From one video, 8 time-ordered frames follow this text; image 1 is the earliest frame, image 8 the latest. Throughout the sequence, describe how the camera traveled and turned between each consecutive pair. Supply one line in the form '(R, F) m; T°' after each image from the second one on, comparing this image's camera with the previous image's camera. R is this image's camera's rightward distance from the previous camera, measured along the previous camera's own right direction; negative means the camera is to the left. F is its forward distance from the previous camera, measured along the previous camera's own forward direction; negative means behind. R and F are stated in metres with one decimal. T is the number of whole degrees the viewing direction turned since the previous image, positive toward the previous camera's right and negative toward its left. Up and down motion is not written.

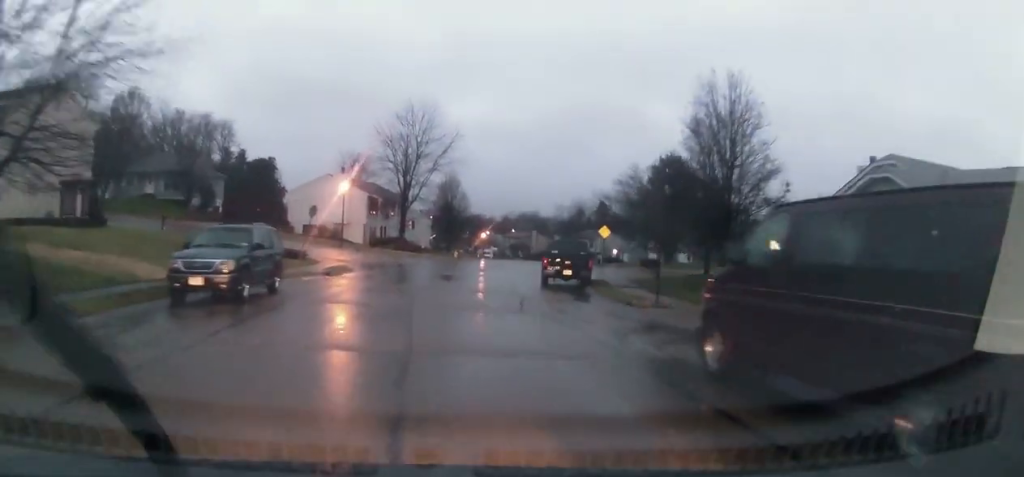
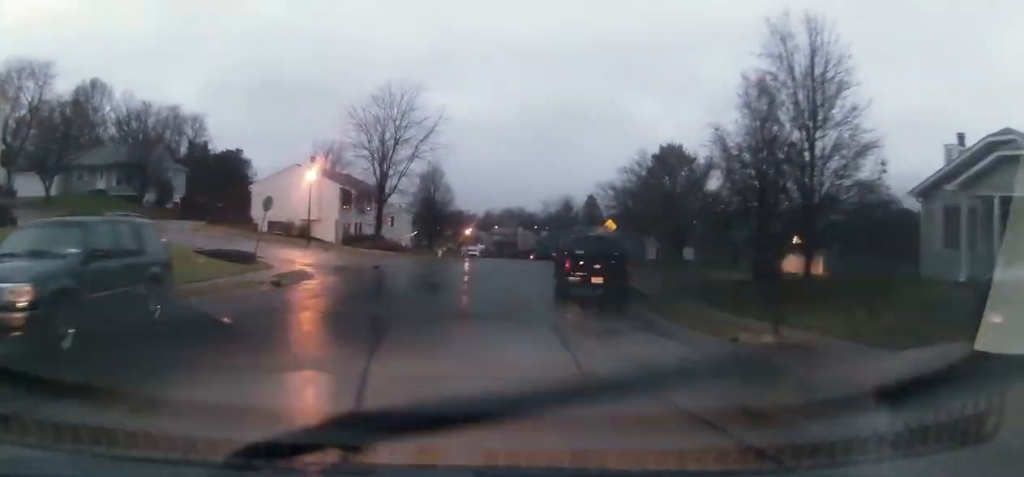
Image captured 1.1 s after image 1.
(+0.1, +7.3) m; -1°
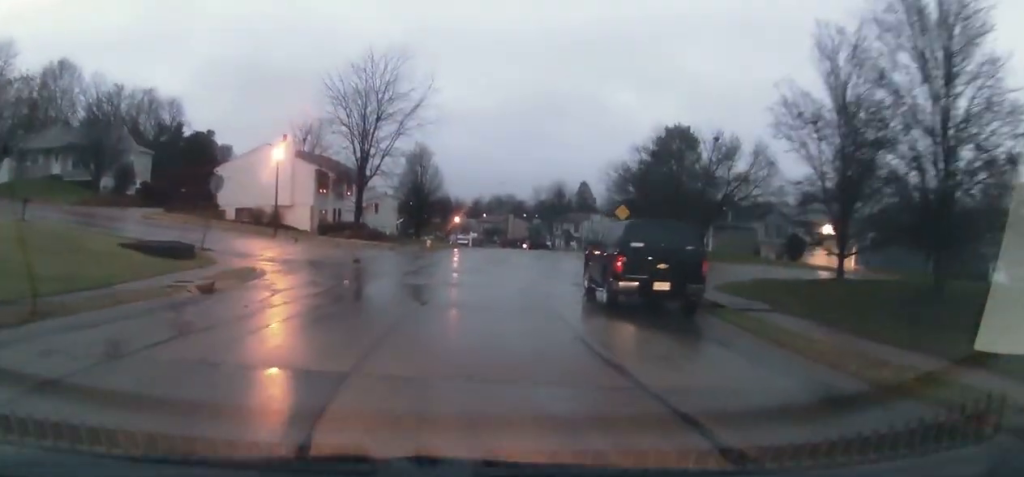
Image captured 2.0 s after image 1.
(-0.2, +6.6) m; -1°
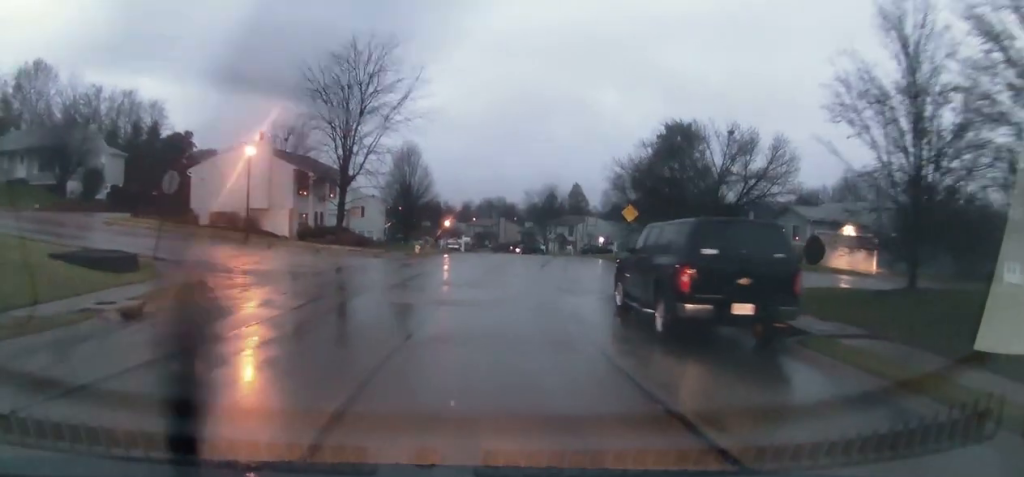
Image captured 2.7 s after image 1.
(0.0, +4.3) m; -1°
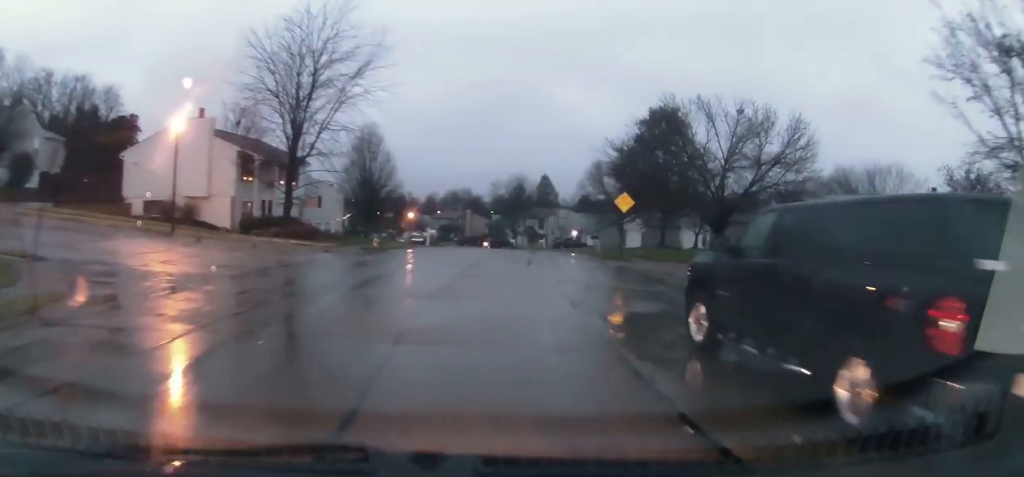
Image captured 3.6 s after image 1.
(0.0, +6.3) m; 0°
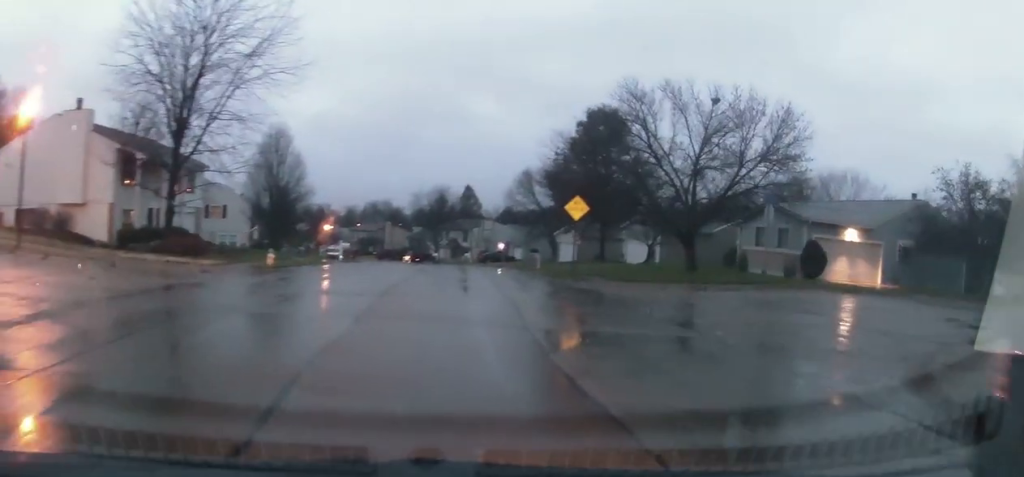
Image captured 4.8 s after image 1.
(+0.2, +7.3) m; +8°
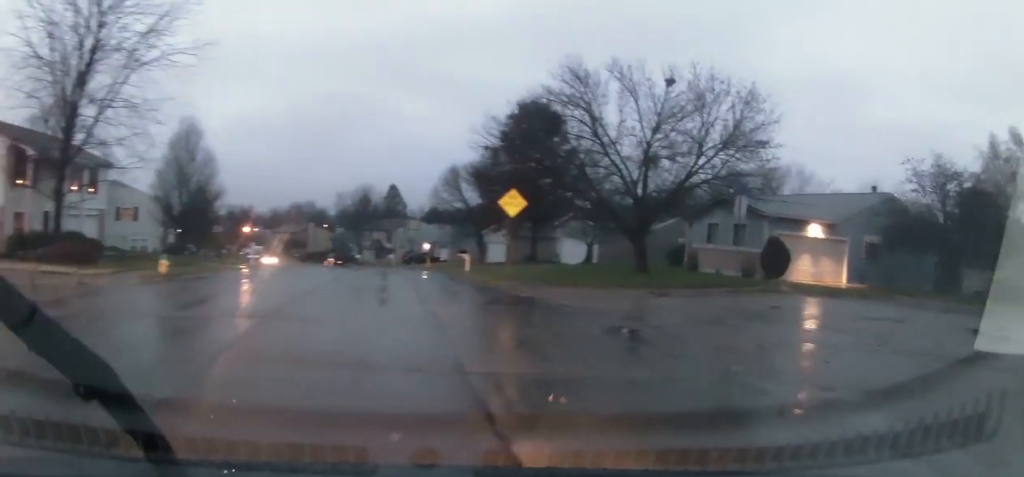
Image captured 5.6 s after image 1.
(+0.4, +4.5) m; +7°
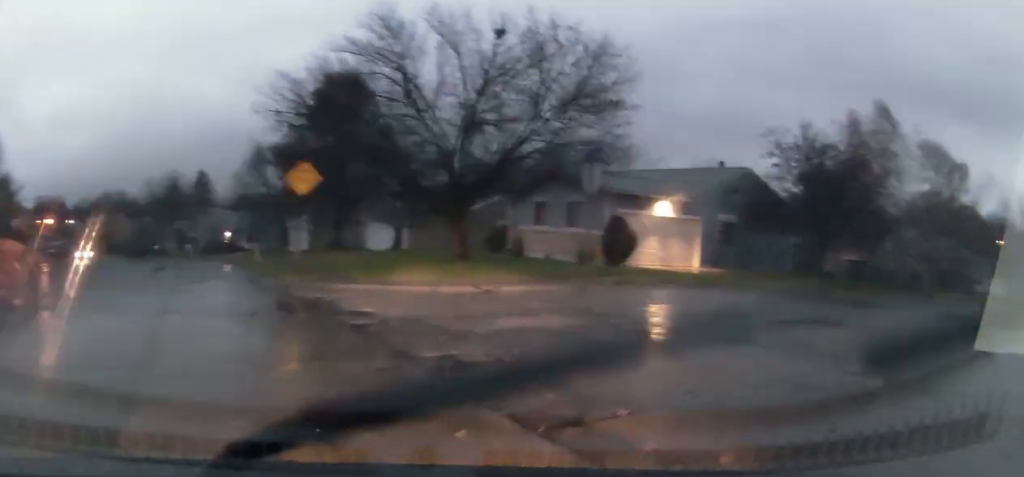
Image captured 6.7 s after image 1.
(+0.2, +5.4) m; +11°
